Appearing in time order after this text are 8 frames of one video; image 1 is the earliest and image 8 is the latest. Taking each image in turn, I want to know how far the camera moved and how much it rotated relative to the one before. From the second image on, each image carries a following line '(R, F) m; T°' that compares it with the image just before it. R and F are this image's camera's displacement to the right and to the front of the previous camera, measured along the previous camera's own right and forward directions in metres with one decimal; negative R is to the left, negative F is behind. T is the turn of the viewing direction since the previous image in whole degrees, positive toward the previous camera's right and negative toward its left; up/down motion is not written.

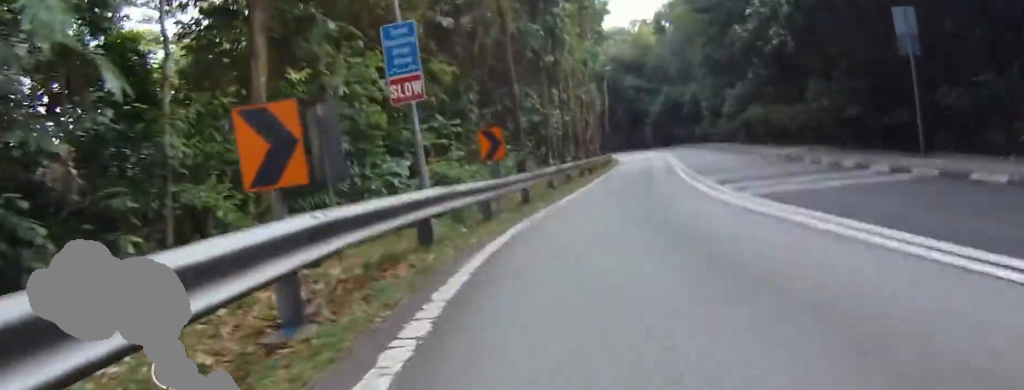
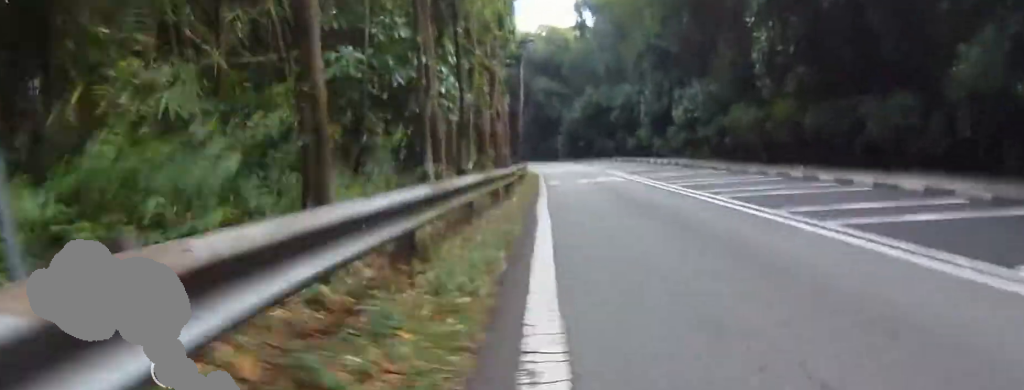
(+1.9, +12.2) m; +7°
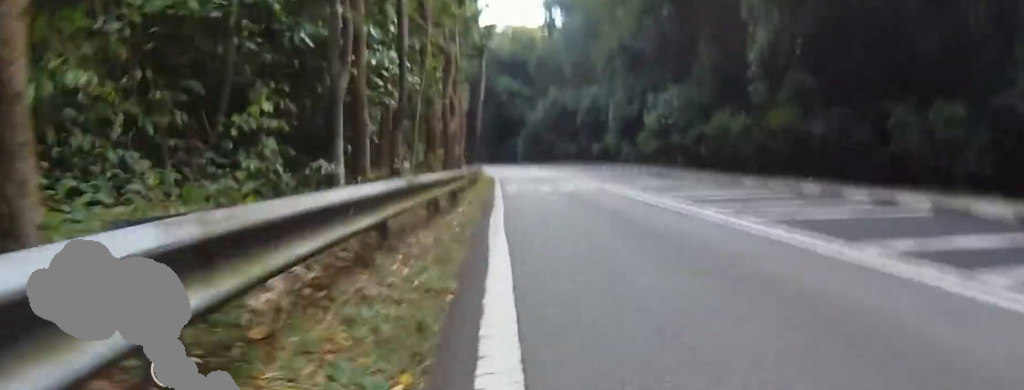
(-0.3, +2.4) m; -4°
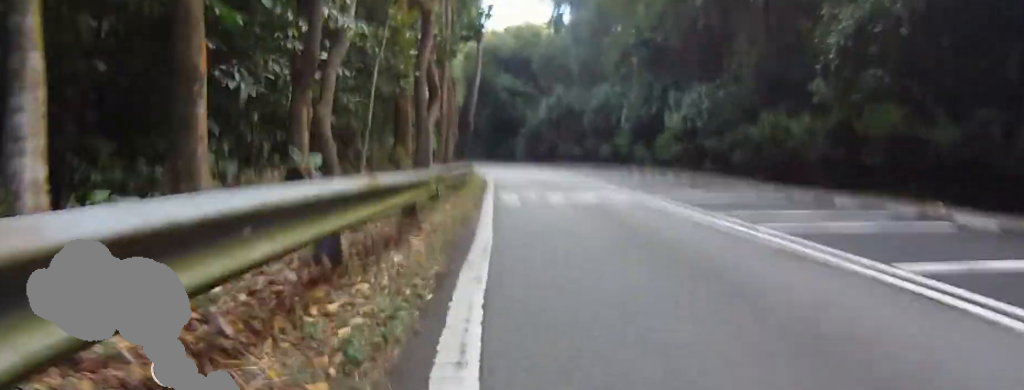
(-0.1, +3.6) m; +1°
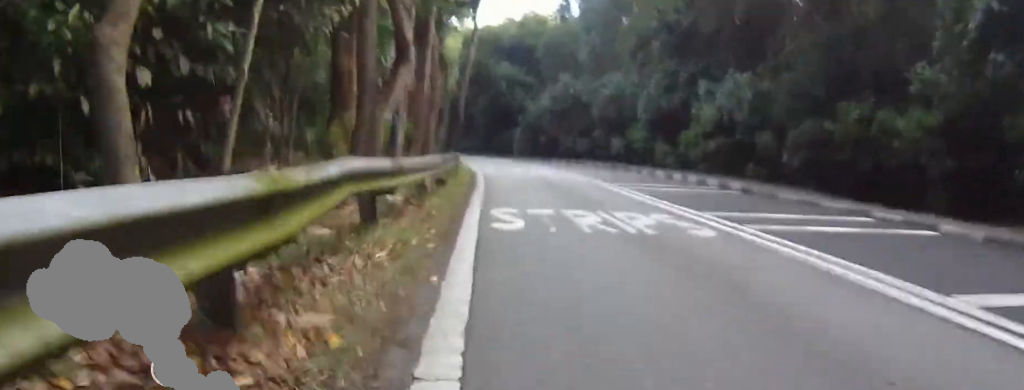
(0.0, +3.3) m; +8°
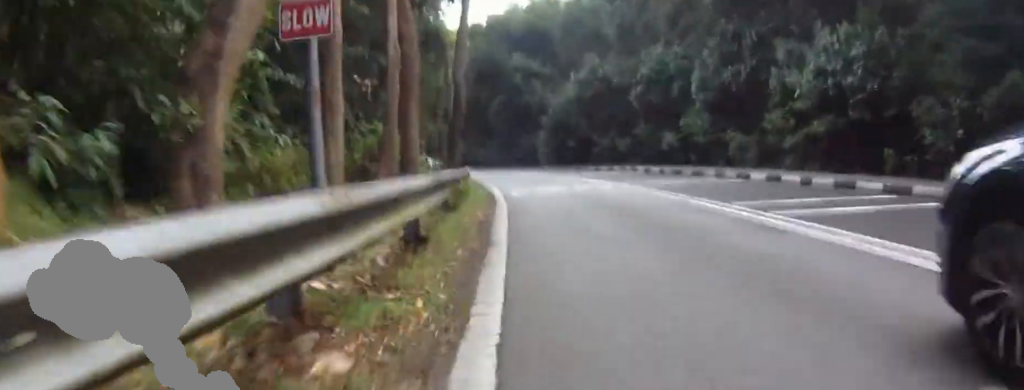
(+0.5, +4.3) m; +22°
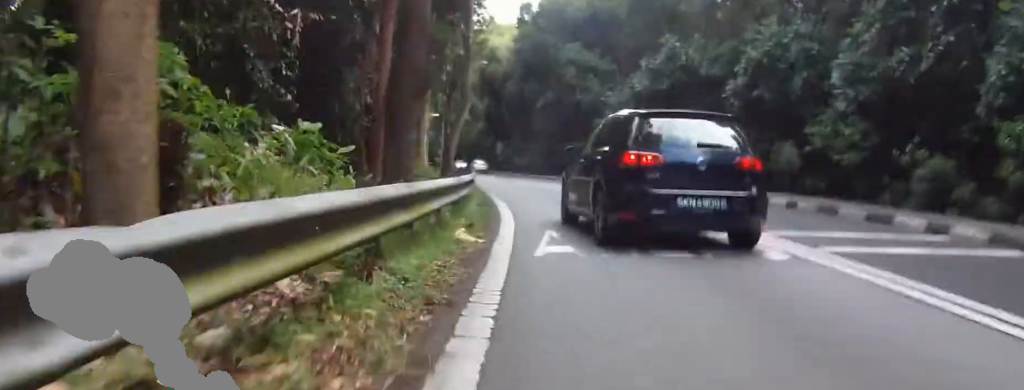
(+1.5, +5.3) m; +16°
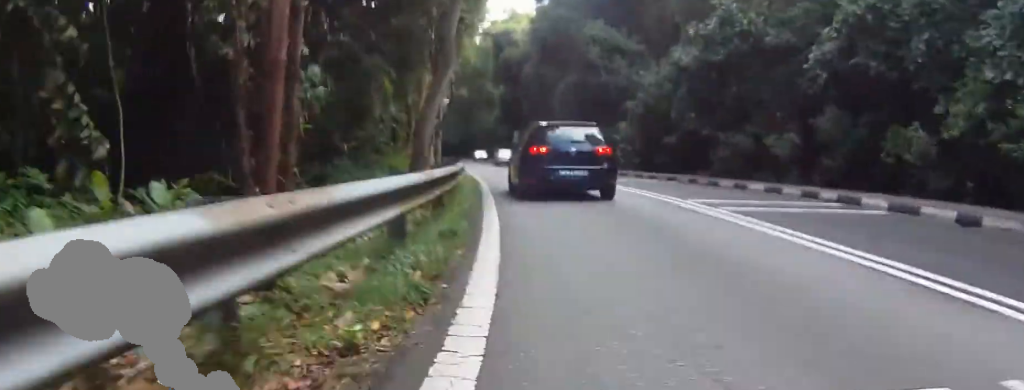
(-0.1, +4.1) m; 0°
